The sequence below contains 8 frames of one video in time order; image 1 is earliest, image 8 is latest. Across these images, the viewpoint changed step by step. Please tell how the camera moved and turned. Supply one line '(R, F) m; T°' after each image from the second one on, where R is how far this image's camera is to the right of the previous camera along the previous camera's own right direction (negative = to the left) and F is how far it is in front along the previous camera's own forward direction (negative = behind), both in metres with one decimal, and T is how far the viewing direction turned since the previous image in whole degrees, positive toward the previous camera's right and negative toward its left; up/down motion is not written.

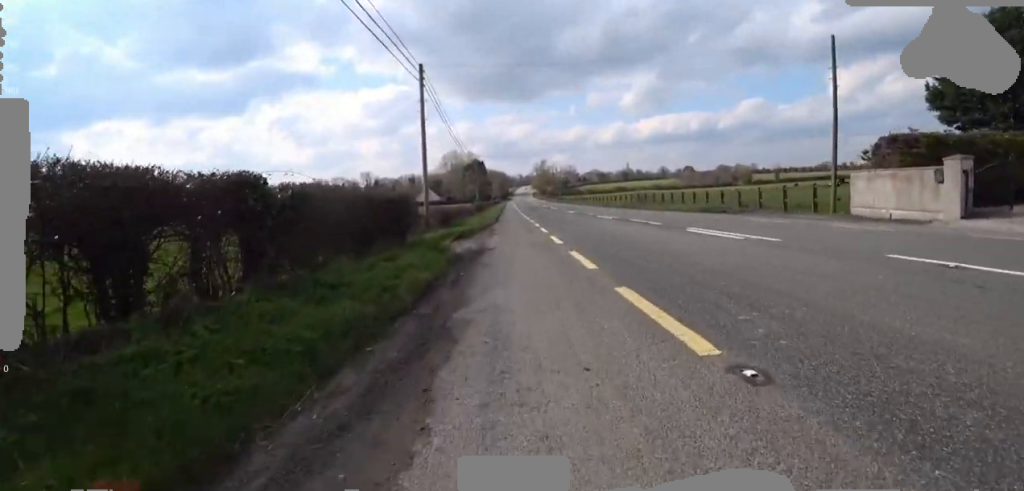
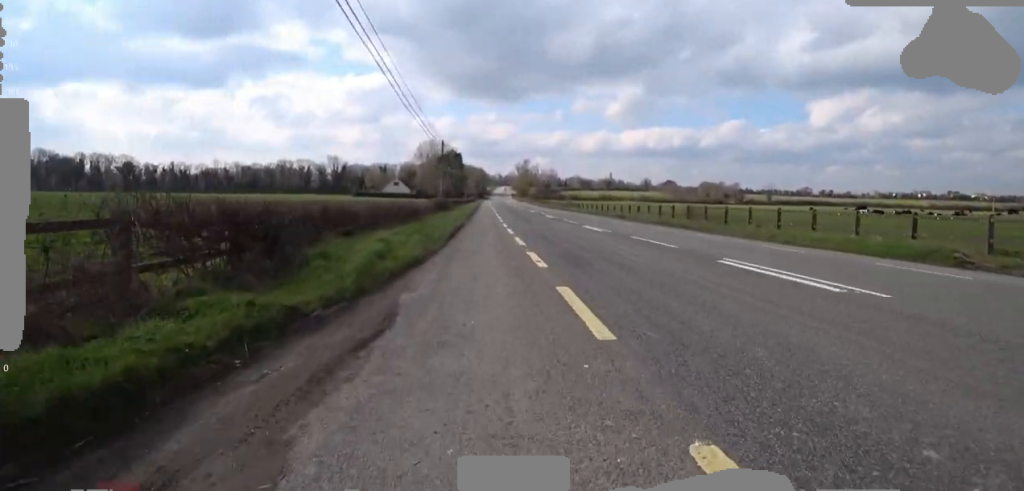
(0.0, +15.6) m; 0°
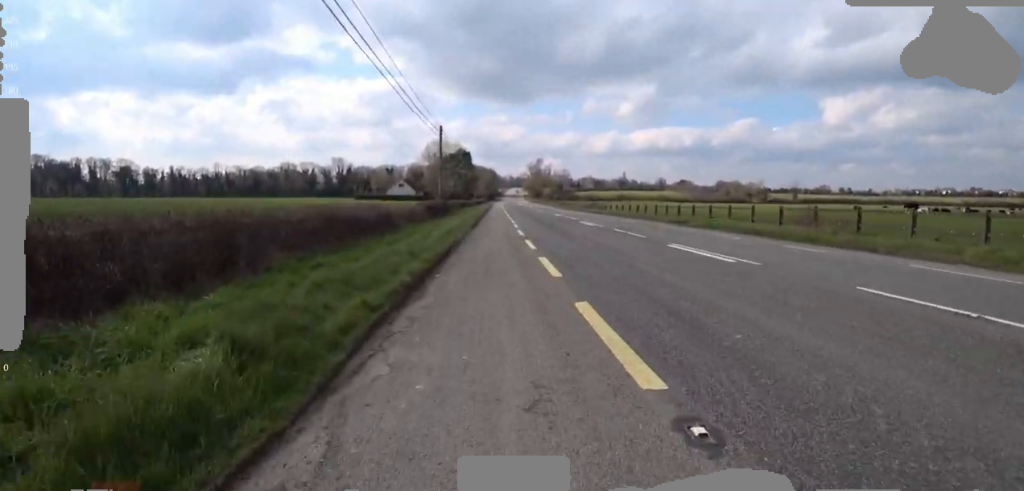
(0.0, +8.9) m; +1°
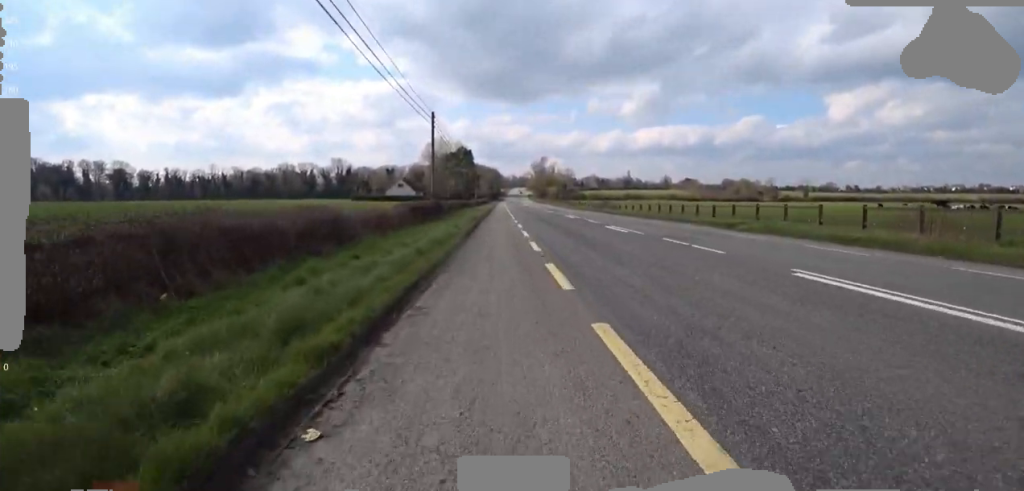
(0.0, +5.0) m; +2°
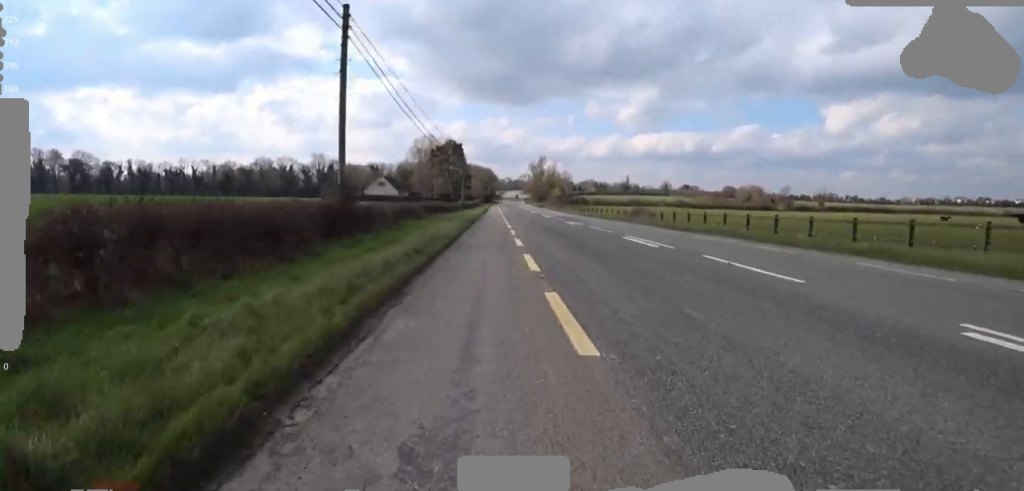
(+0.4, +14.9) m; -1°
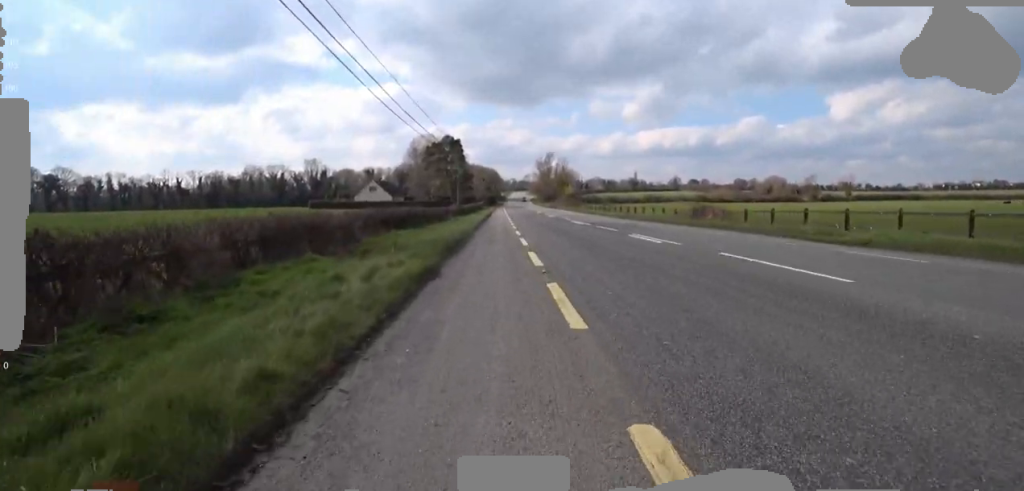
(-0.4, +11.6) m; -2°
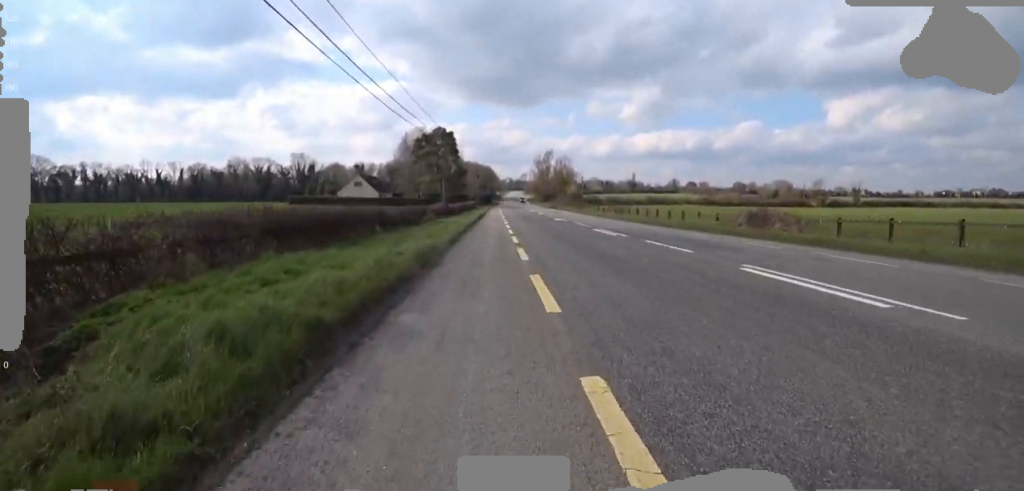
(0.0, +7.4) m; 0°
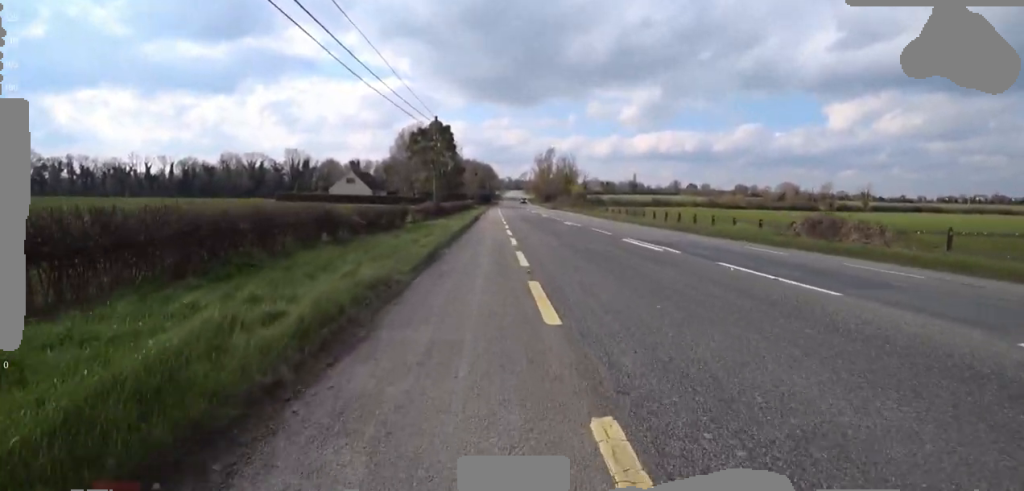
(0.0, +4.7) m; -1°
